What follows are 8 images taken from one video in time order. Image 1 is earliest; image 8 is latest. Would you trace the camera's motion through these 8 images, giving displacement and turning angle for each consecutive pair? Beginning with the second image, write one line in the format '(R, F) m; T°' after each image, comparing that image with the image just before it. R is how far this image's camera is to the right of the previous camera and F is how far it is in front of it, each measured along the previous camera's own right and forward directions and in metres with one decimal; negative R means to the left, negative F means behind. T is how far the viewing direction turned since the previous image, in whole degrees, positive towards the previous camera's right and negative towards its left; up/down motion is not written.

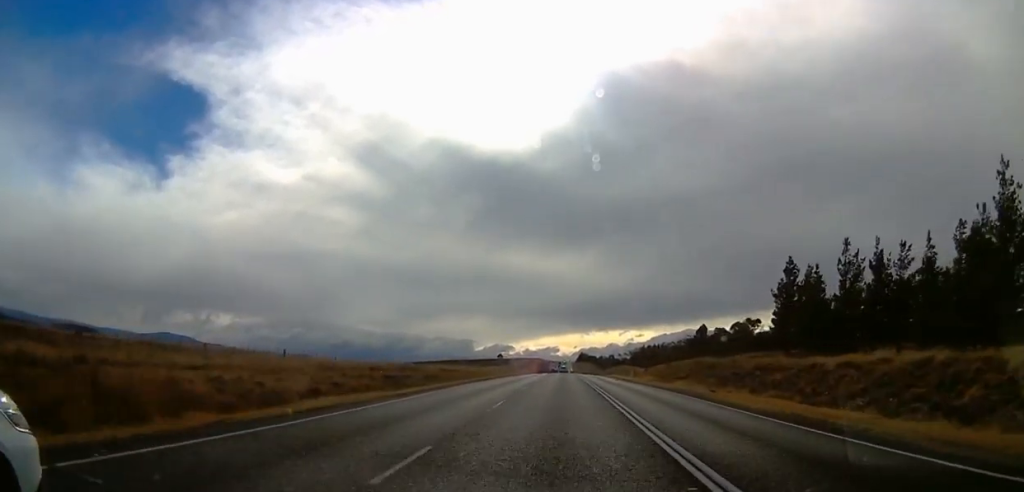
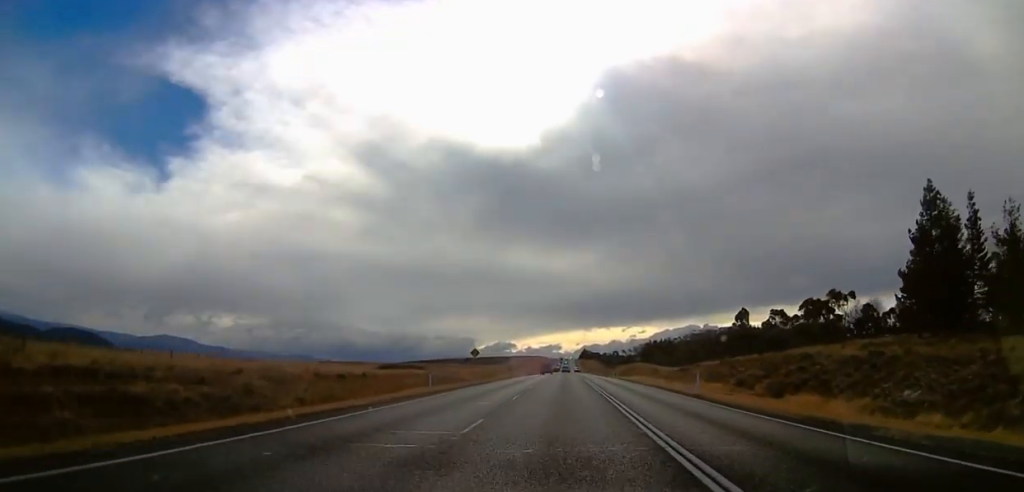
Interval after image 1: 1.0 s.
(+0.1, +38.8) m; 0°
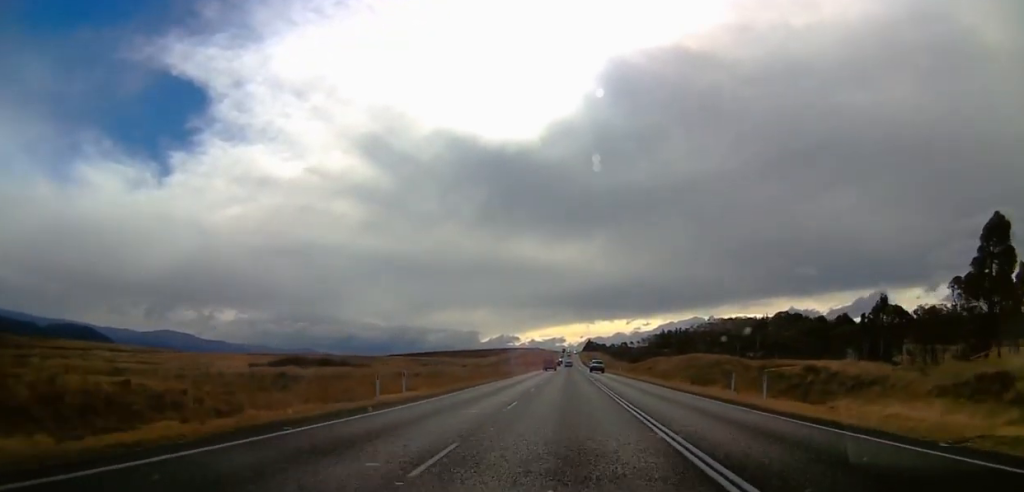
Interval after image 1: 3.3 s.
(+0.9, +81.1) m; +2°
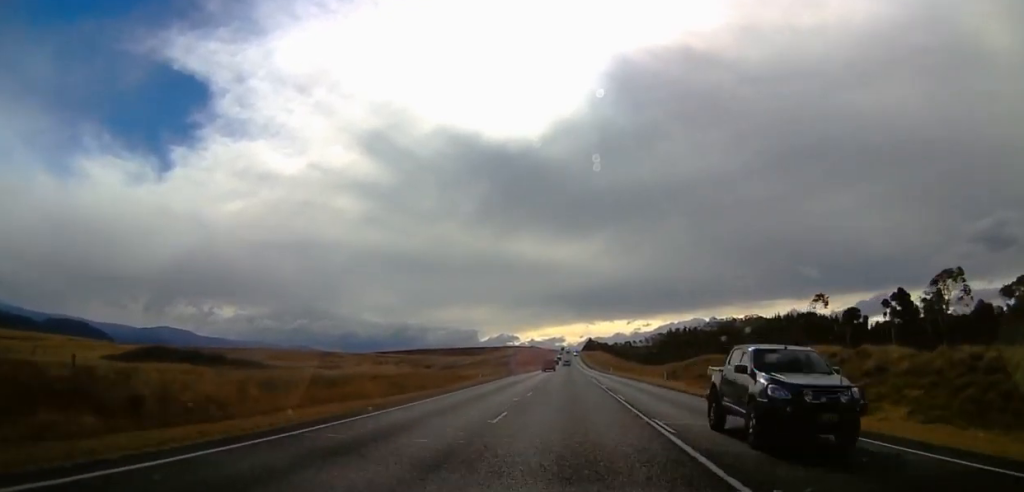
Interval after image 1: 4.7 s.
(+0.1, +44.6) m; 0°
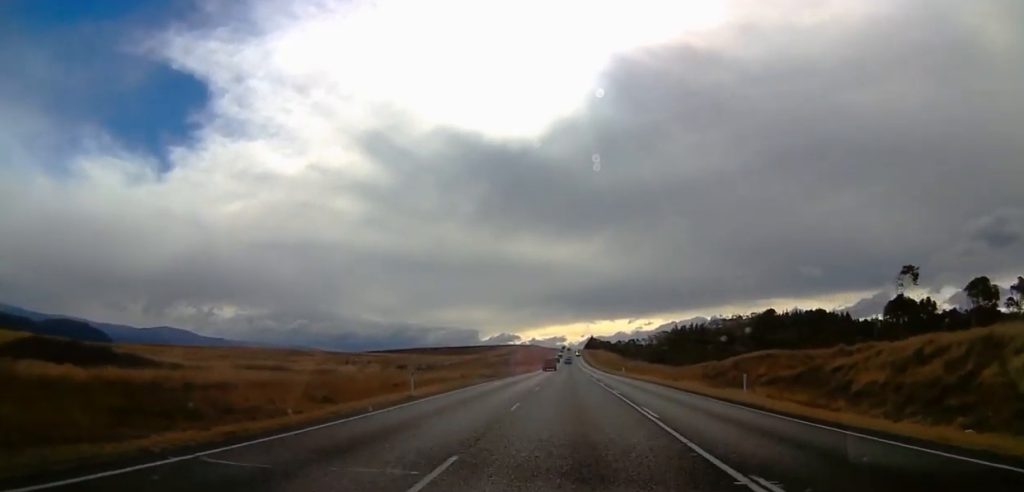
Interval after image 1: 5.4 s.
(0.0, +21.0) m; 0°
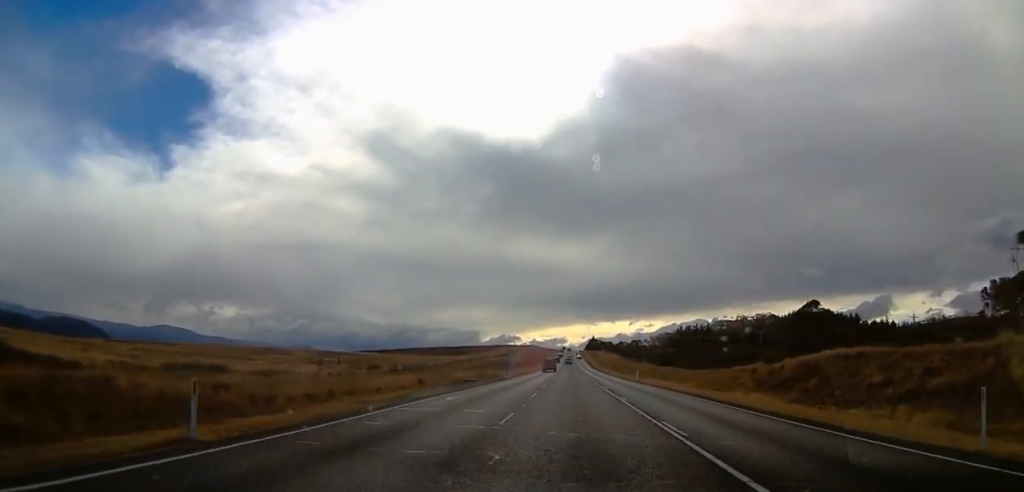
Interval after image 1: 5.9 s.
(0.0, +15.2) m; 0°
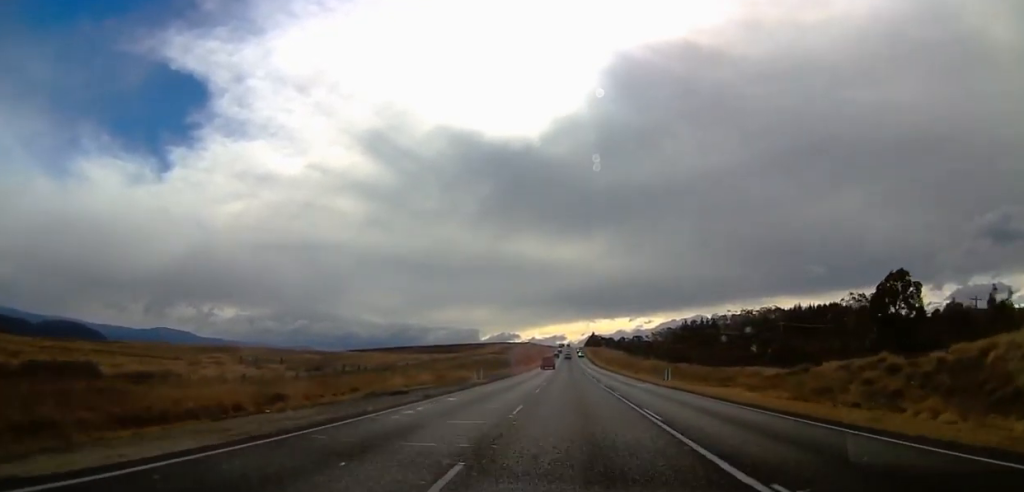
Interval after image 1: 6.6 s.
(0.0, +19.3) m; 0°
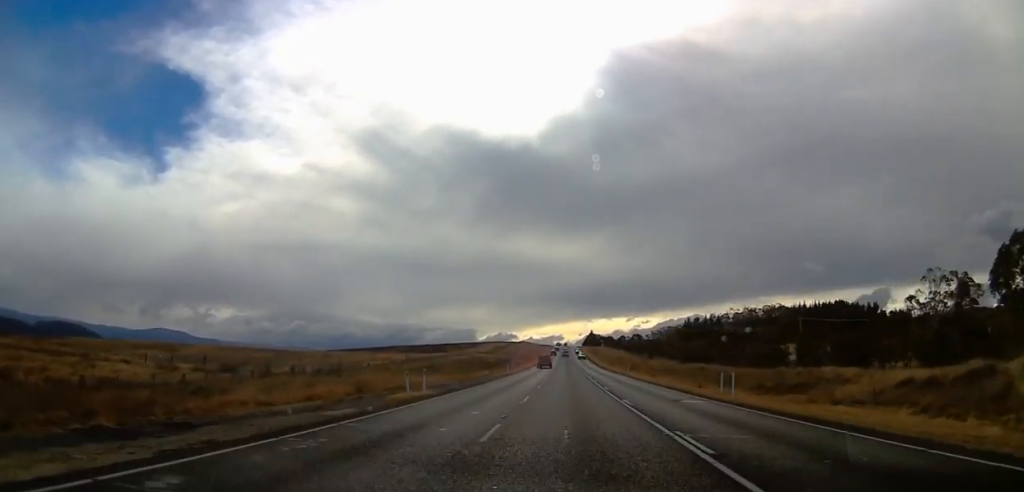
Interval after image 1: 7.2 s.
(0.0, +16.1) m; 0°
